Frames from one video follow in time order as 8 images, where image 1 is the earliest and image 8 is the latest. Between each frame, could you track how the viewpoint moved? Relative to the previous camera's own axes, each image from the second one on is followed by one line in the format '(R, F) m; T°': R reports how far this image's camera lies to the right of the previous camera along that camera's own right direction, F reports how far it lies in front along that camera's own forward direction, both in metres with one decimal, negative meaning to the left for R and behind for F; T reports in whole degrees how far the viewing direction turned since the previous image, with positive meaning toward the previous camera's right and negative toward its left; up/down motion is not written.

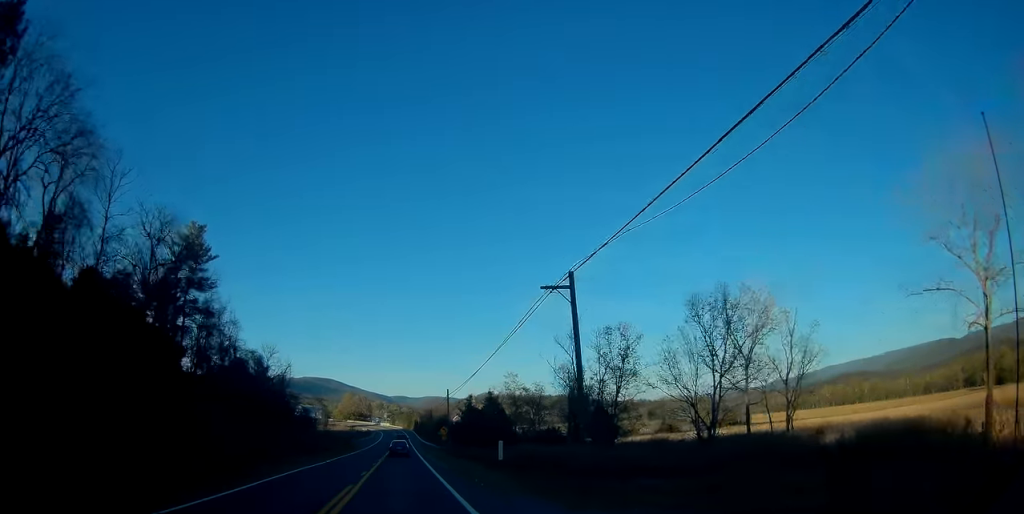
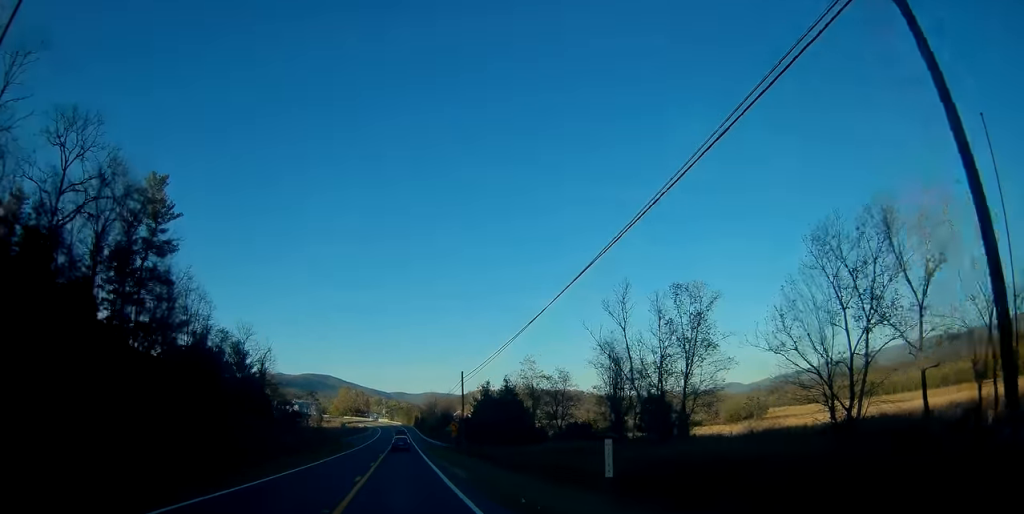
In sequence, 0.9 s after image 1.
(+0.3, +14.9) m; 0°
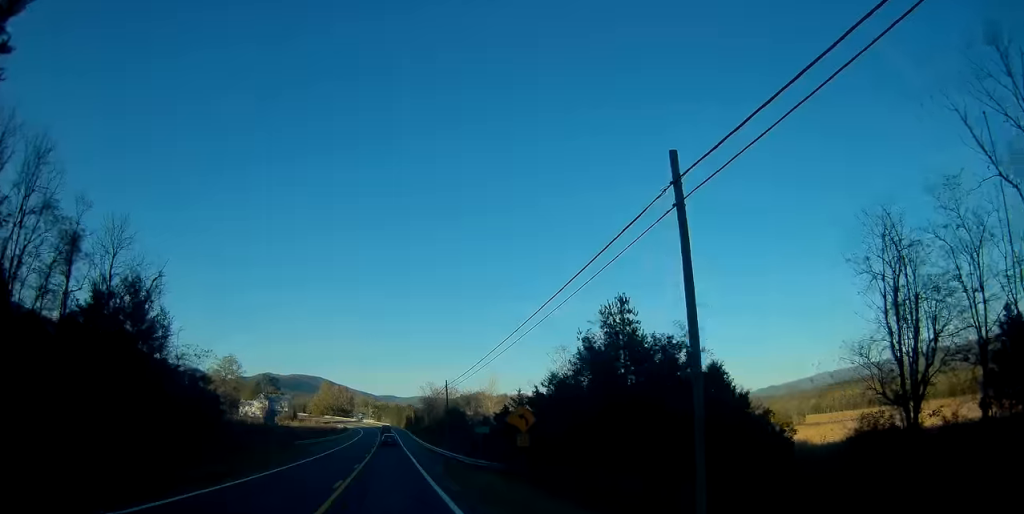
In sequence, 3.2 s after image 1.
(0.0, +39.0) m; +1°
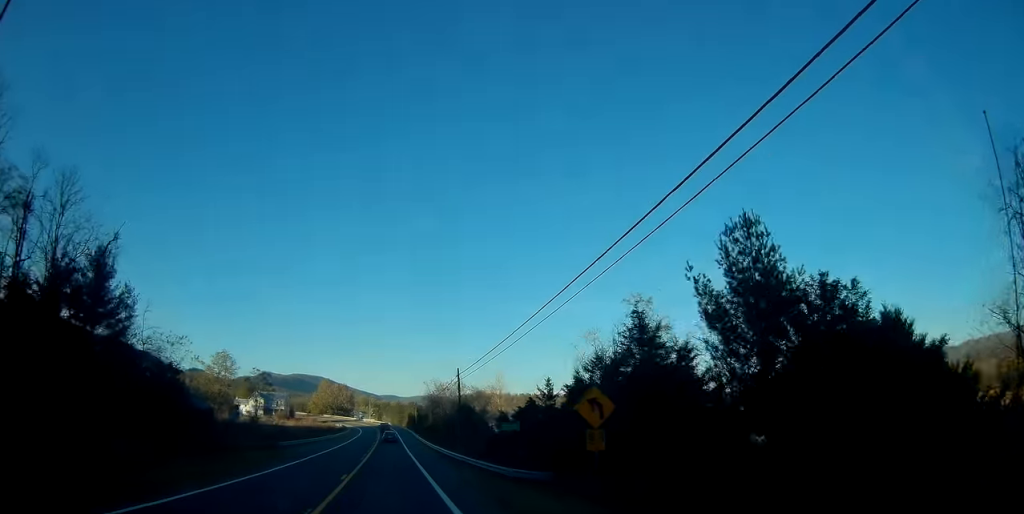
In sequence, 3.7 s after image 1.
(+0.1, +9.0) m; 0°
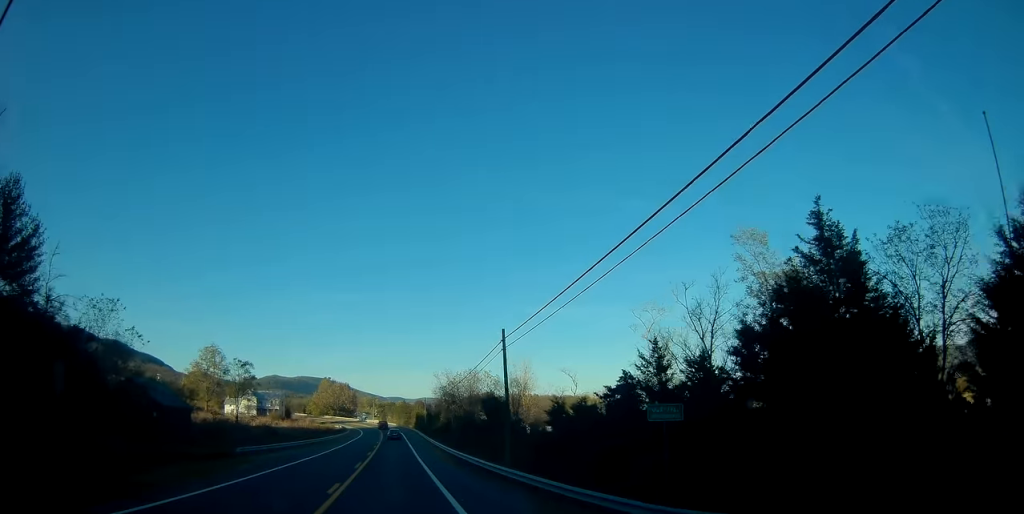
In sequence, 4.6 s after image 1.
(-0.2, +16.6) m; 0°
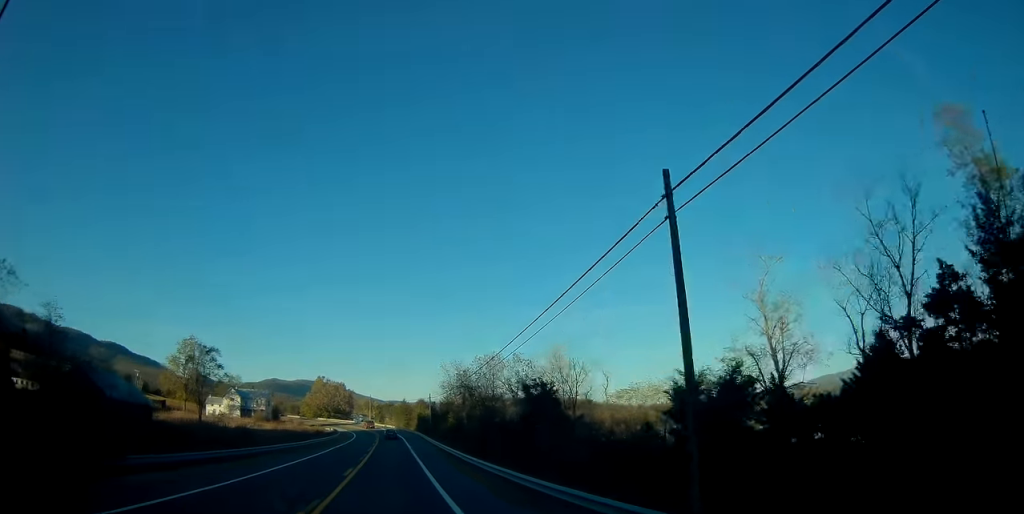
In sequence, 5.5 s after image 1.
(0.0, +17.4) m; 0°
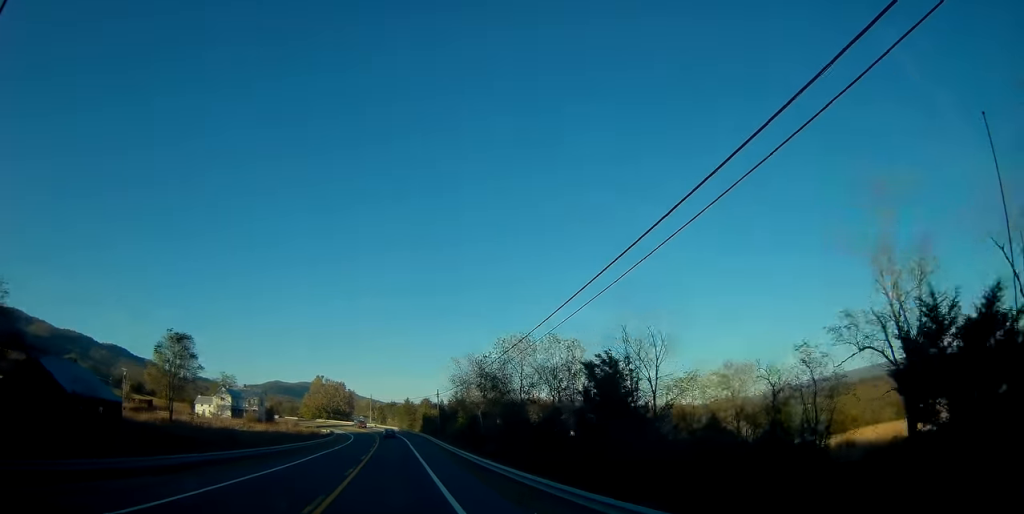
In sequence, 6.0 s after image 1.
(0.0, +11.3) m; 0°
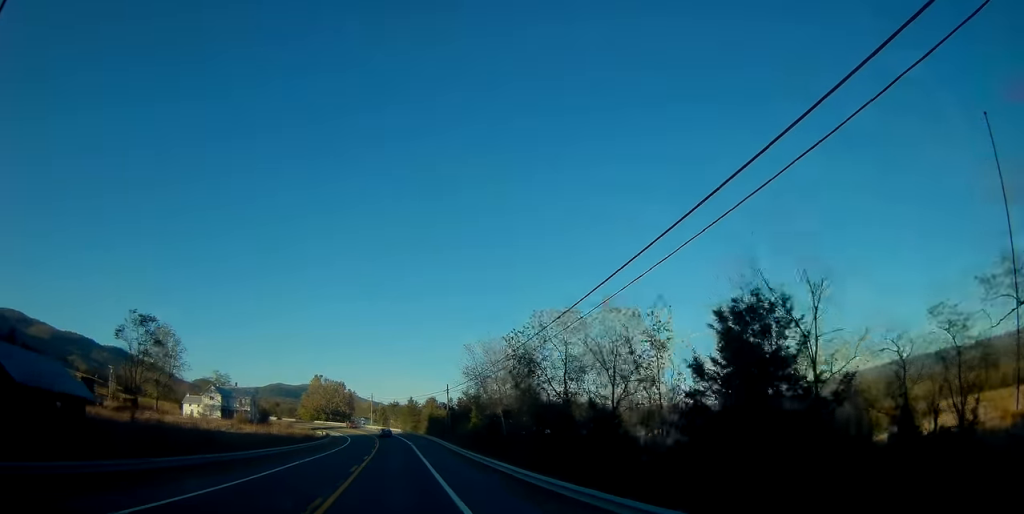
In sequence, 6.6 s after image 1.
(-0.2, +10.8) m; 0°
